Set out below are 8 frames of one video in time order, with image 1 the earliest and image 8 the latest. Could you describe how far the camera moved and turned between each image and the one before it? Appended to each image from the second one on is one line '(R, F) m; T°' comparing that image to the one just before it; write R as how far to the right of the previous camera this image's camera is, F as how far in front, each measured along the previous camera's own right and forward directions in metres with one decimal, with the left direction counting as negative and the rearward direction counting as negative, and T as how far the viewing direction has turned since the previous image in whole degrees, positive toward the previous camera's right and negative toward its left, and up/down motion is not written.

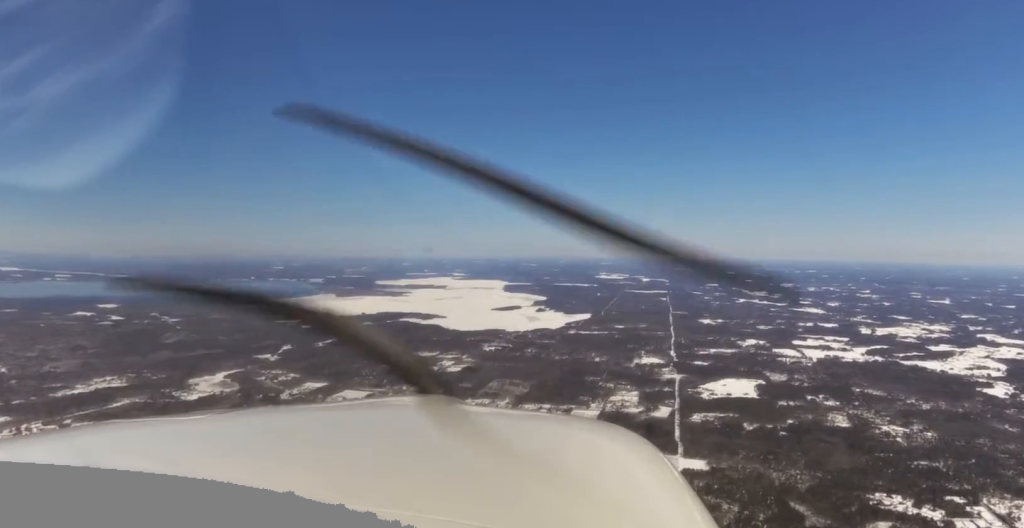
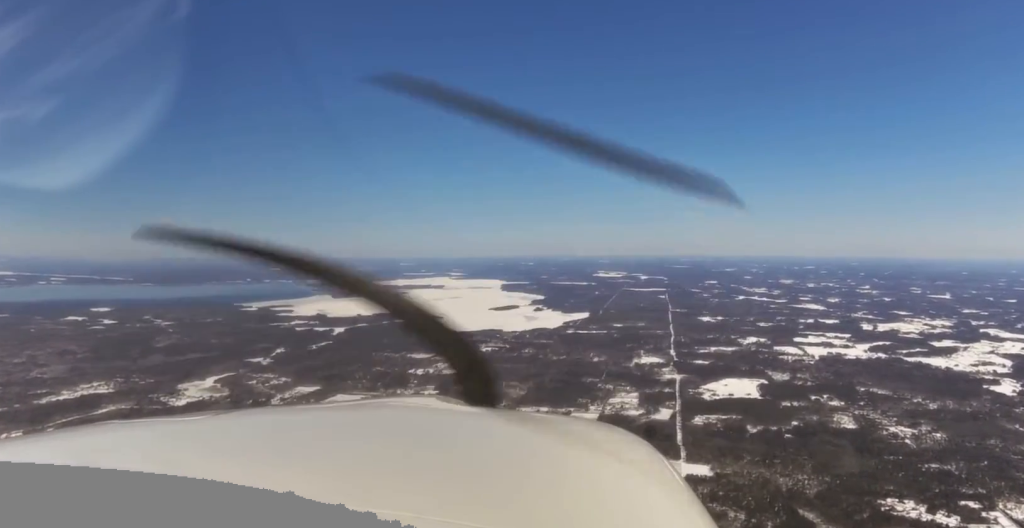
(-0.8, +108.1) m; +1°
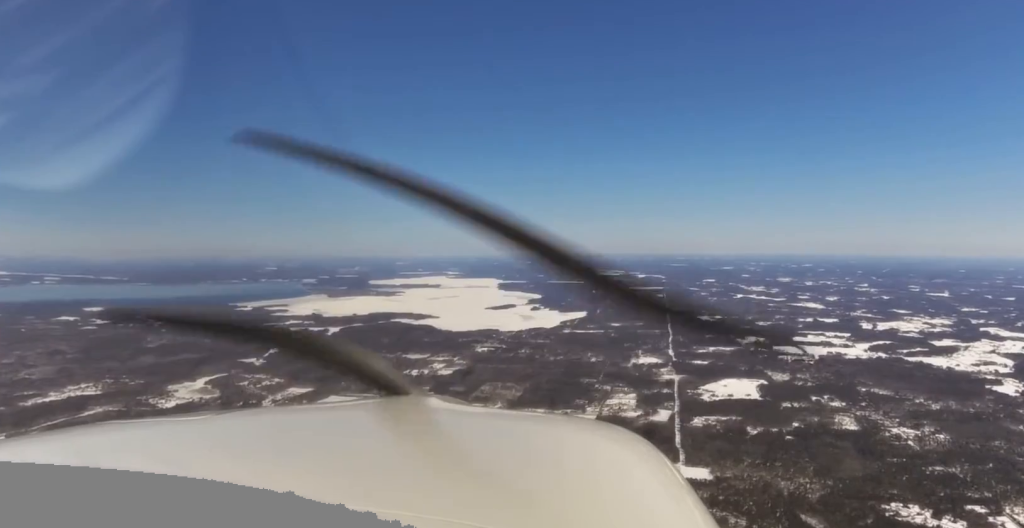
(+1.5, +70.4) m; +1°
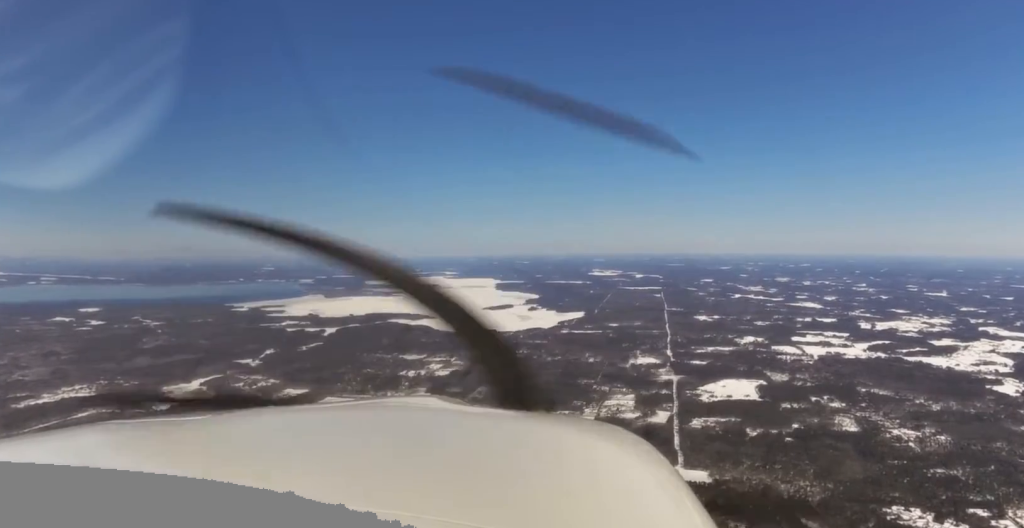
(-0.4, +32.8) m; 0°
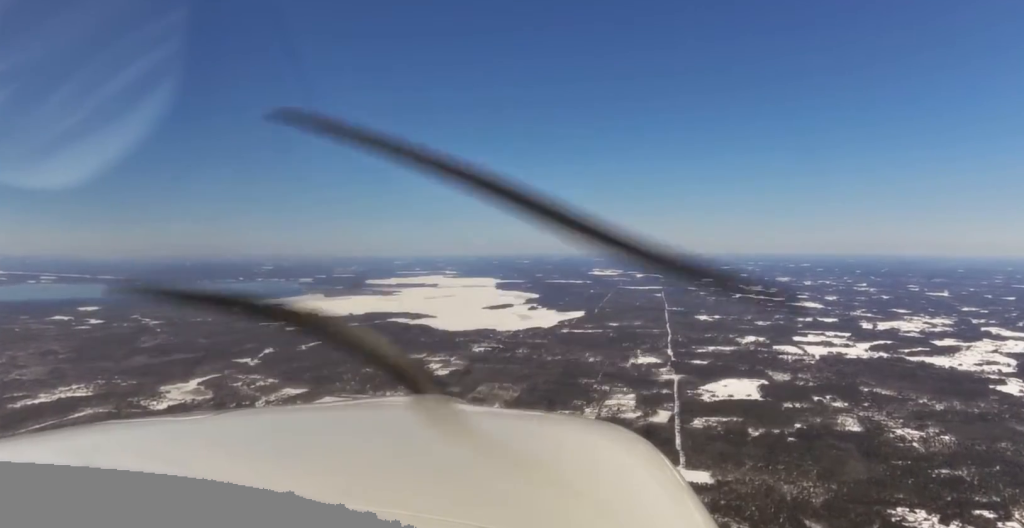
(-0.4, +32.7) m; 0°
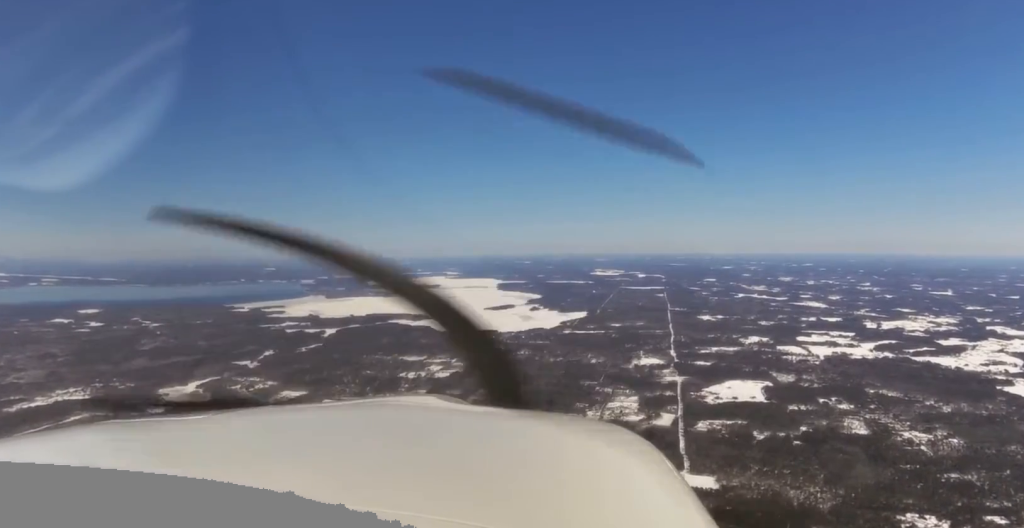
(+0.5, +51.3) m; 0°
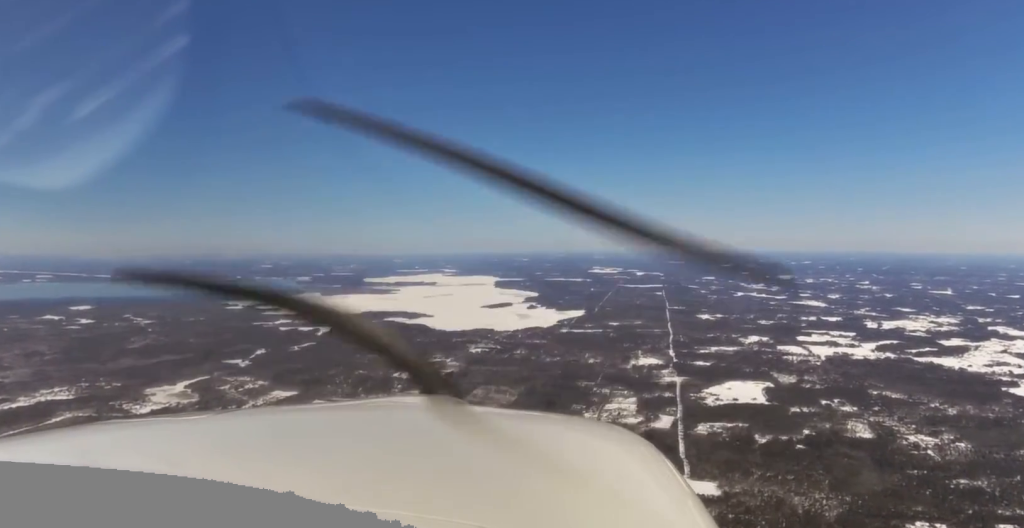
(-0.5, +97.9) m; 0°
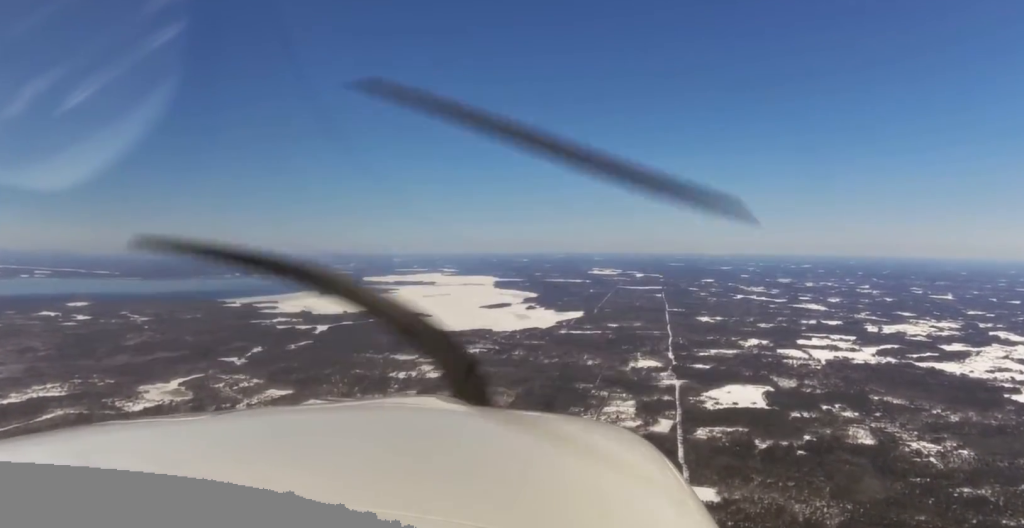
(+0.6, +44.3) m; +1°
